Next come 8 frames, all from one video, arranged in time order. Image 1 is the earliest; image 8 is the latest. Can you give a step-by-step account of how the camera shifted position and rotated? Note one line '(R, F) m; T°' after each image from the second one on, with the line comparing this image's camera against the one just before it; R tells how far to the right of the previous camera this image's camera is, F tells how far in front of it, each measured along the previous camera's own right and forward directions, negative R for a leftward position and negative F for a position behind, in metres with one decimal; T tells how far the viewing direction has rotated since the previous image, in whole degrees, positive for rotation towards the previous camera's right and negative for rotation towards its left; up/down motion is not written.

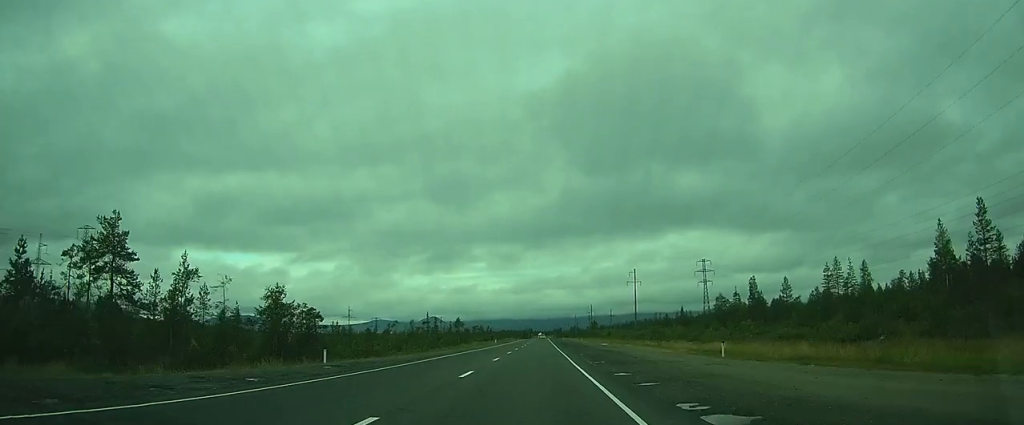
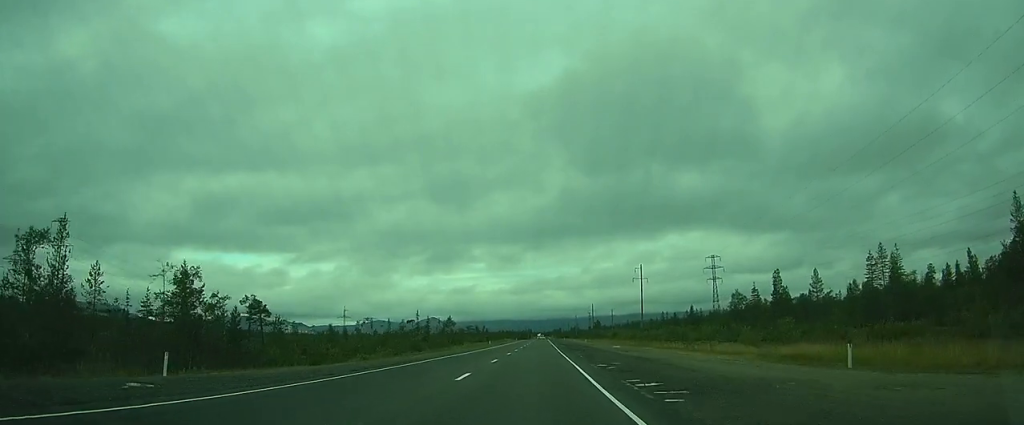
(+0.1, +13.4) m; 0°
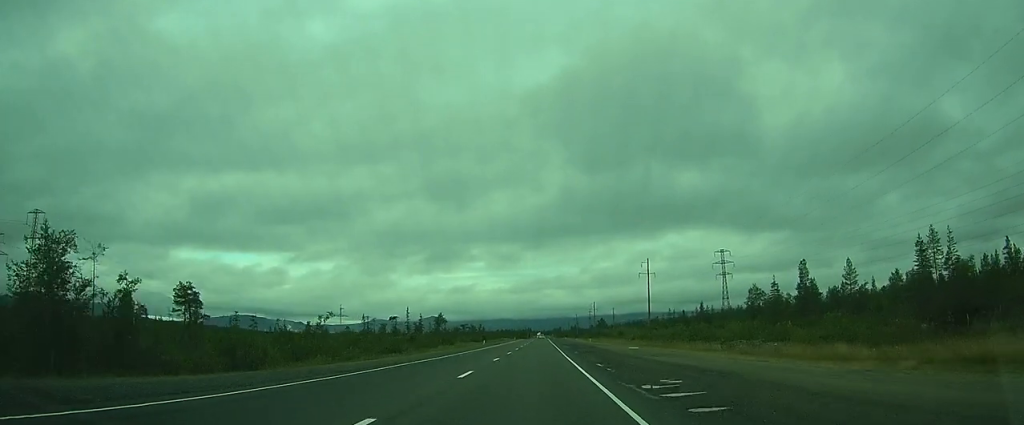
(-0.1, +11.8) m; 0°
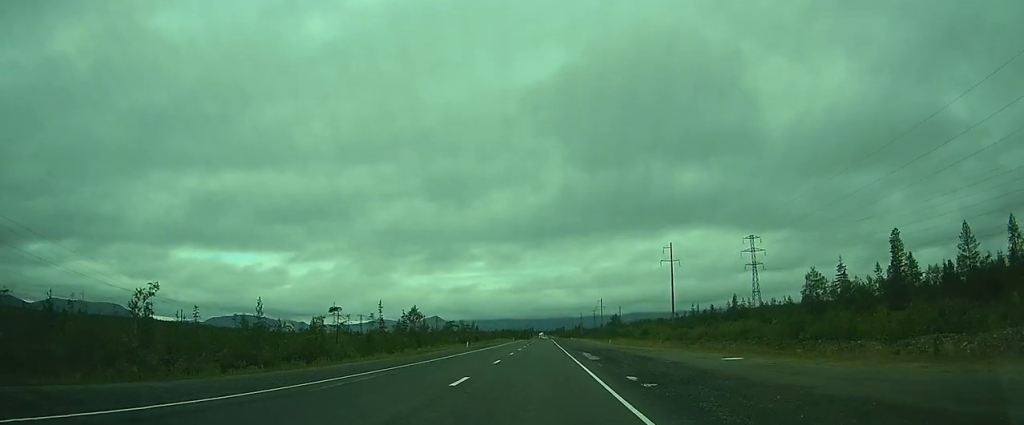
(-0.1, +27.6) m; 0°
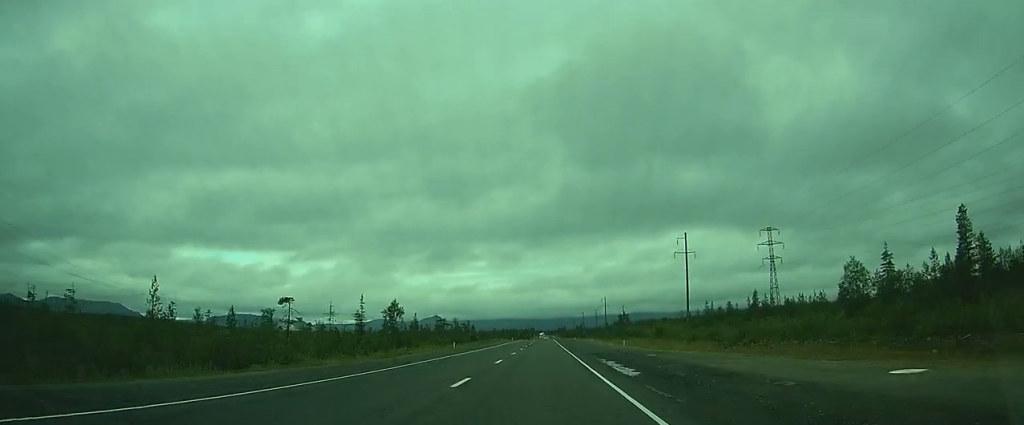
(+0.1, +13.4) m; +1°
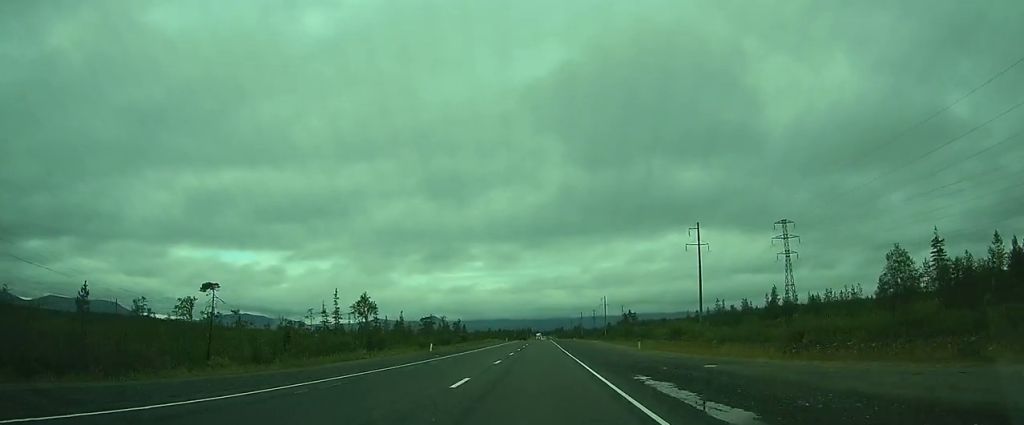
(+0.1, +12.7) m; +1°
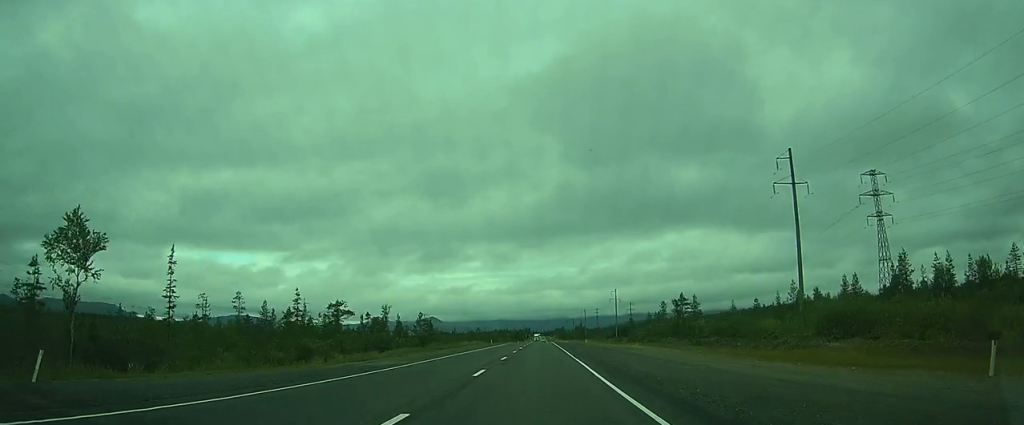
(+0.7, +45.8) m; +1°
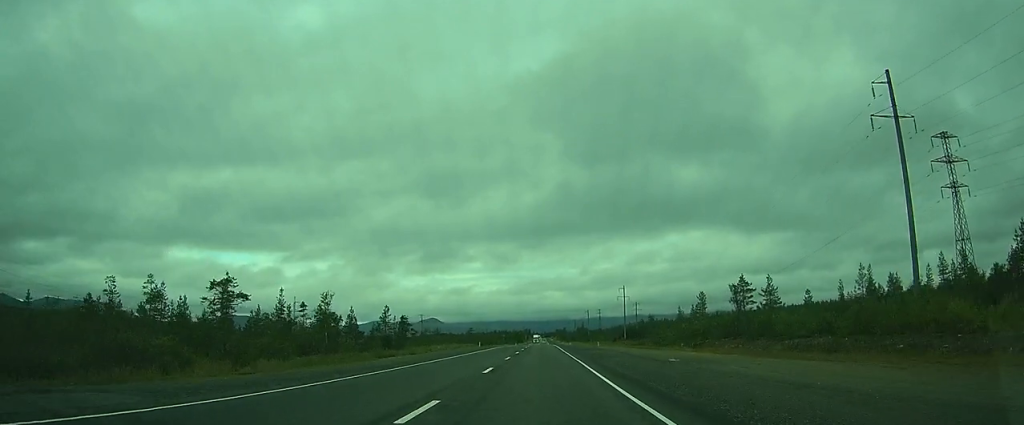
(-0.1, +23.0) m; 0°
